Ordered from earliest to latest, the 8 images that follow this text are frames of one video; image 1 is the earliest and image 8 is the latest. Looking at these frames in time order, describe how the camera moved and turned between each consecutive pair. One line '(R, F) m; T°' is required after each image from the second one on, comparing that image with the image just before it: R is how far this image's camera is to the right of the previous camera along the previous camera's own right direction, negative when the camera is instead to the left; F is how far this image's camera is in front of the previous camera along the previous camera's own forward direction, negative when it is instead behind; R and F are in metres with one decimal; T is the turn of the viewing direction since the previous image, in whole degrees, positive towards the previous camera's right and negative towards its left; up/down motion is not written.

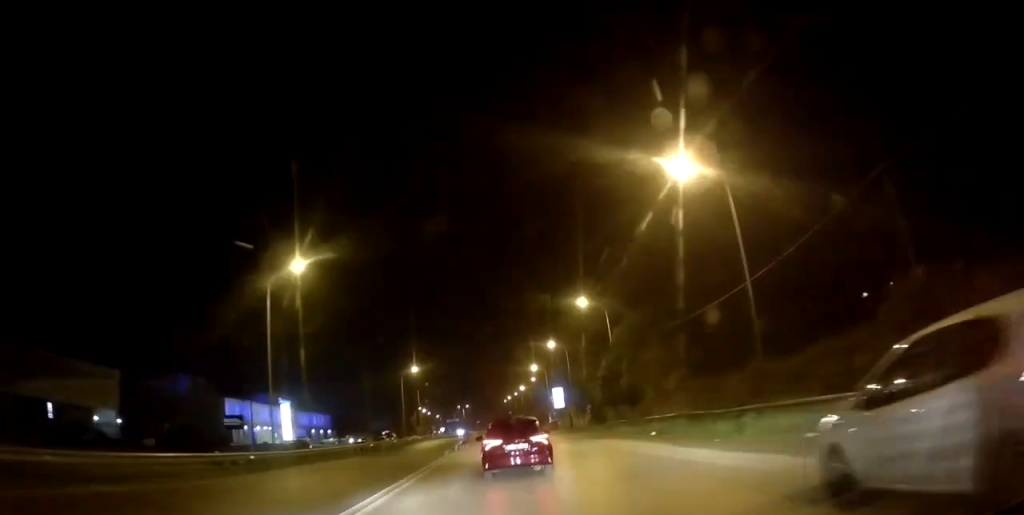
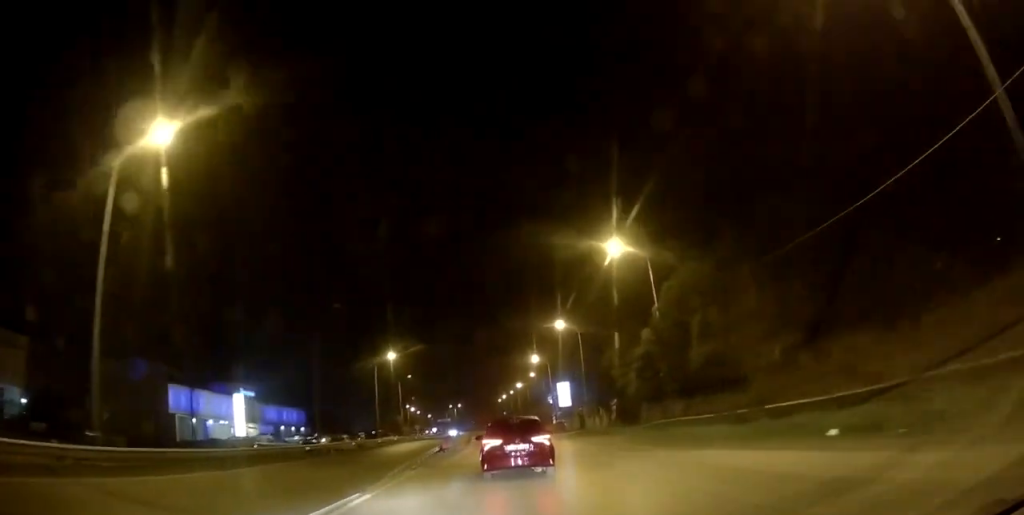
(+0.4, +14.9) m; -2°
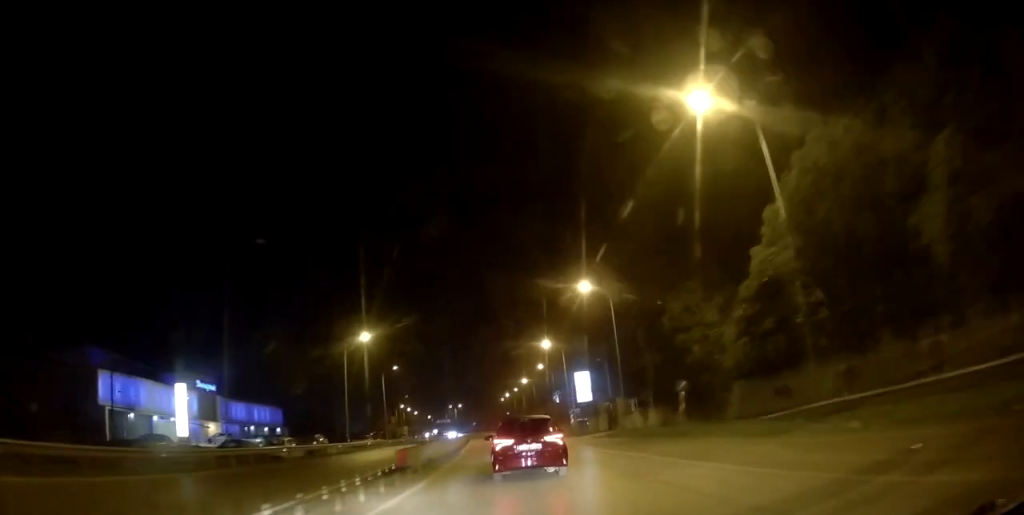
(-1.0, +15.8) m; -3°
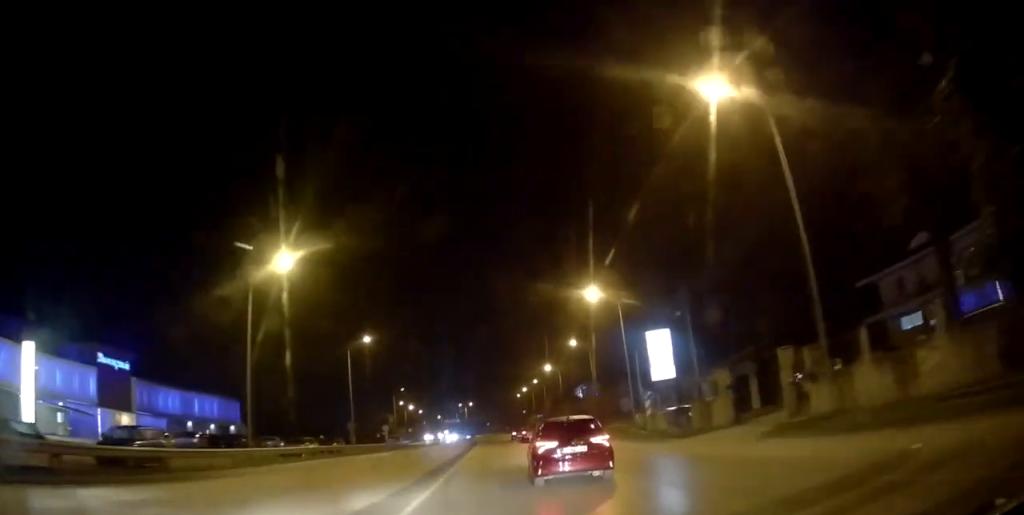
(-0.1, +24.7) m; 0°
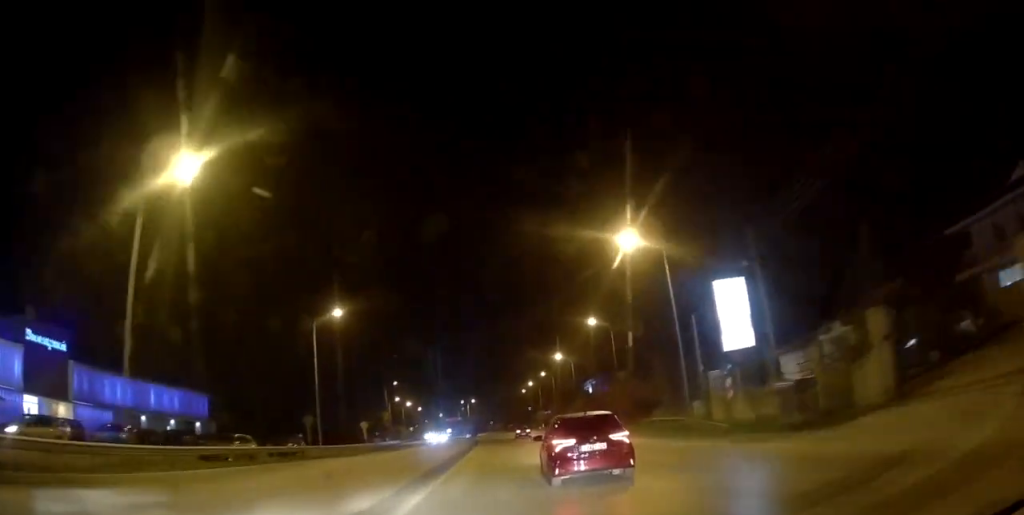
(+0.2, +11.2) m; 0°
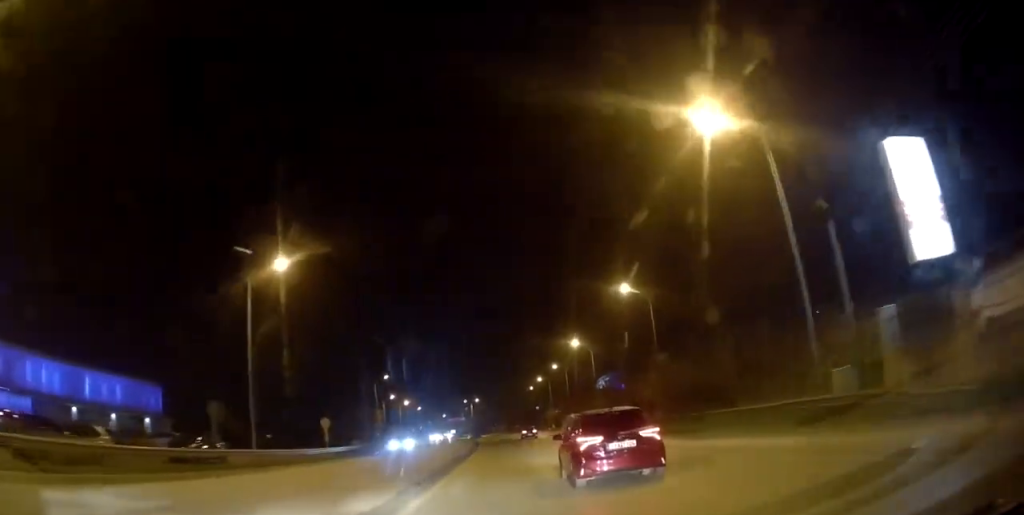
(-0.1, +12.8) m; 0°
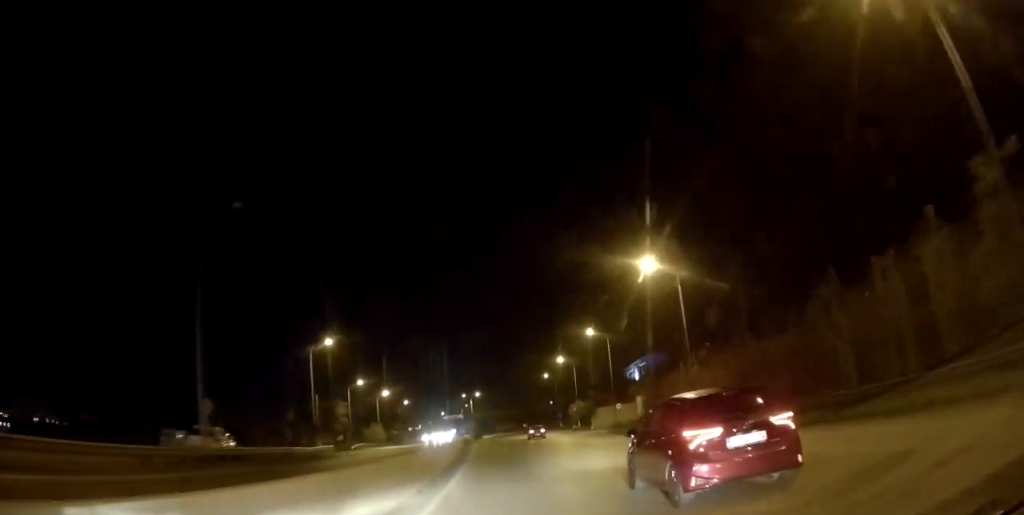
(-0.2, +32.6) m; 0°
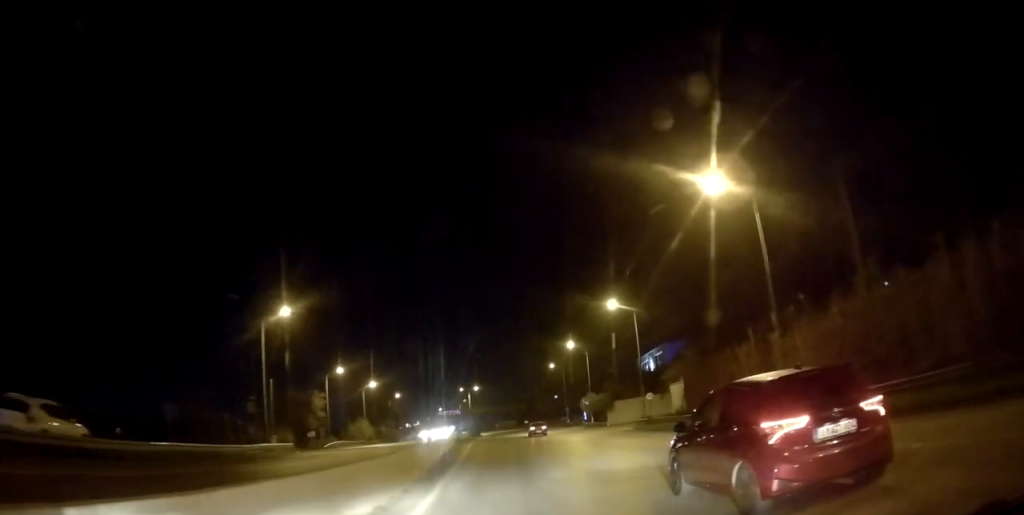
(+0.1, +12.1) m; 0°
